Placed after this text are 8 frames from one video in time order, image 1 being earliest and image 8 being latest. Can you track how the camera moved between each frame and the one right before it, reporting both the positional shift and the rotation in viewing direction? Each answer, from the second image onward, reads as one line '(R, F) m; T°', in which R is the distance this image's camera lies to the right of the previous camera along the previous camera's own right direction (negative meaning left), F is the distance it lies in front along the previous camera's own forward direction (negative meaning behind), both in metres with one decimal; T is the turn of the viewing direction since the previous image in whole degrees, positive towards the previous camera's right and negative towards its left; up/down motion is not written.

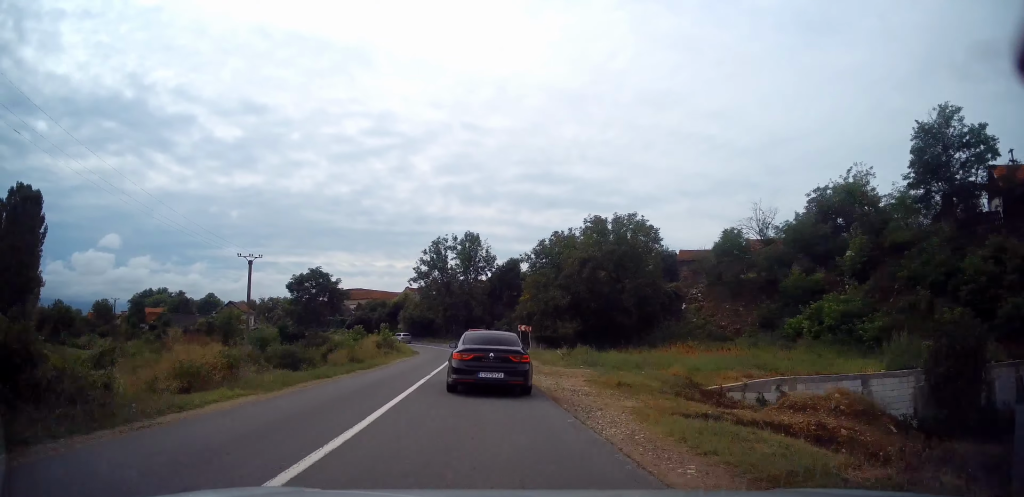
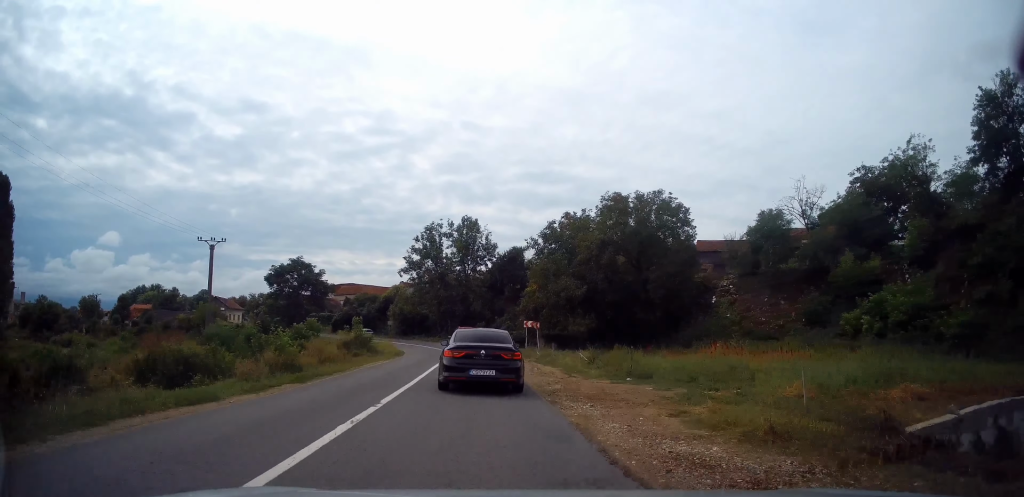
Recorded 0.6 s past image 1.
(0.0, +8.4) m; -1°
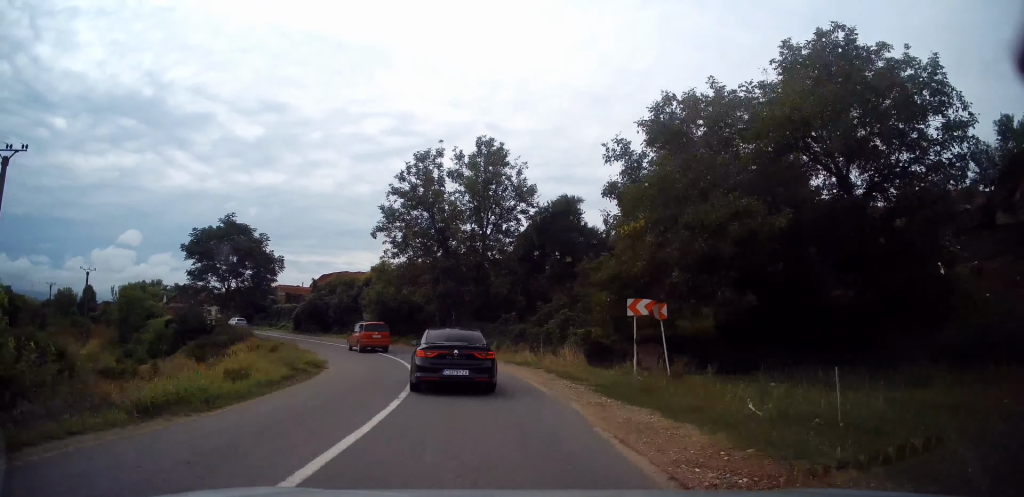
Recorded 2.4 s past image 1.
(-0.7, +26.9) m; -4°
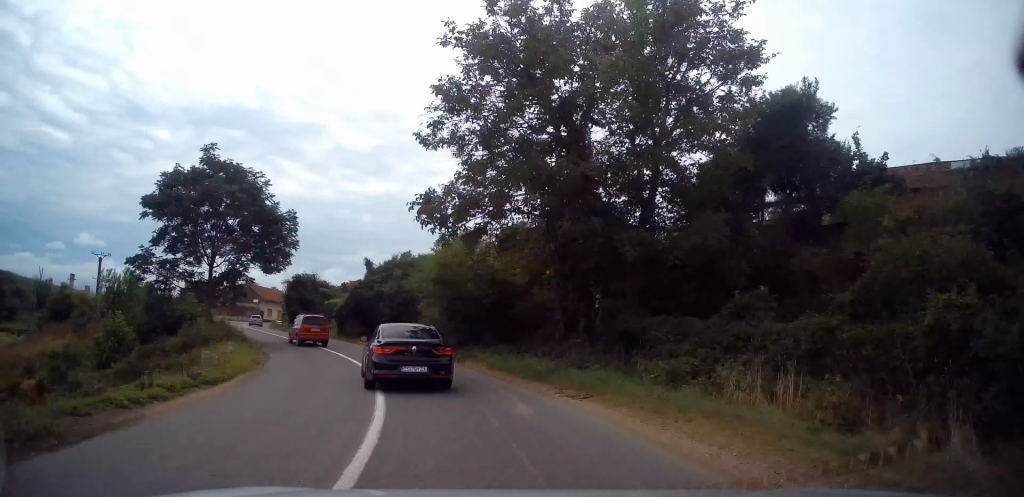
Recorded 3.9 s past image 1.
(-1.3, +20.5) m; -13°
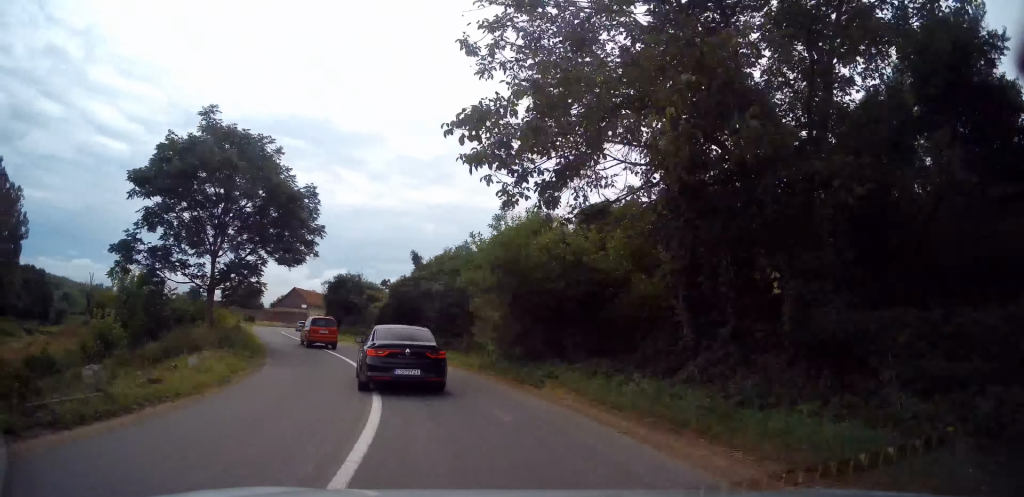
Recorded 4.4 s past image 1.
(-0.5, +6.7) m; -6°
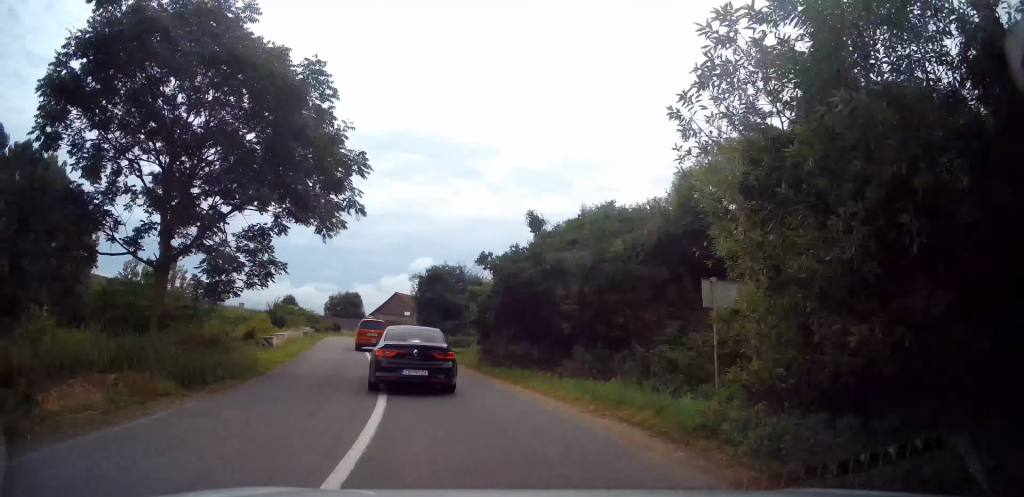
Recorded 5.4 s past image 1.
(-1.2, +12.3) m; -11°
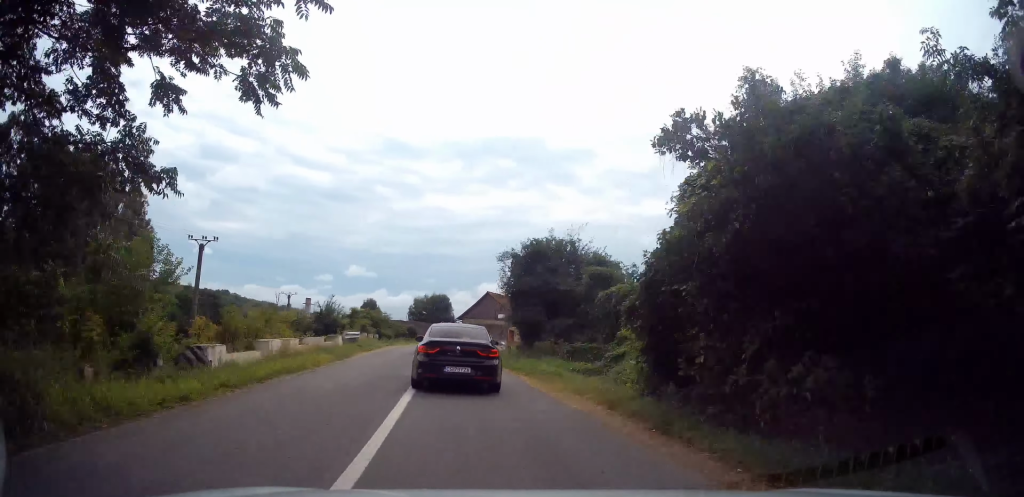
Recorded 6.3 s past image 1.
(-0.9, +11.7) m; -8°
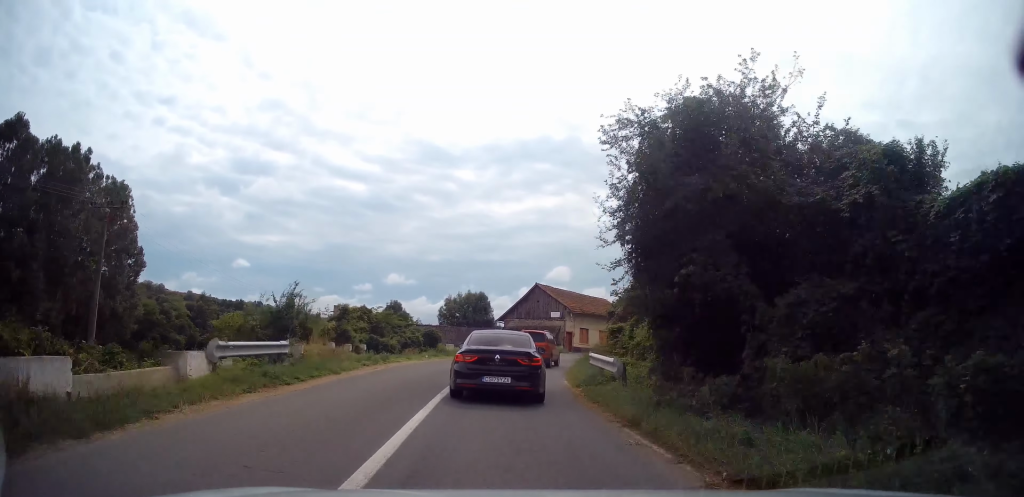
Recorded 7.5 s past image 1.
(-1.2, +15.7) m; -5°
